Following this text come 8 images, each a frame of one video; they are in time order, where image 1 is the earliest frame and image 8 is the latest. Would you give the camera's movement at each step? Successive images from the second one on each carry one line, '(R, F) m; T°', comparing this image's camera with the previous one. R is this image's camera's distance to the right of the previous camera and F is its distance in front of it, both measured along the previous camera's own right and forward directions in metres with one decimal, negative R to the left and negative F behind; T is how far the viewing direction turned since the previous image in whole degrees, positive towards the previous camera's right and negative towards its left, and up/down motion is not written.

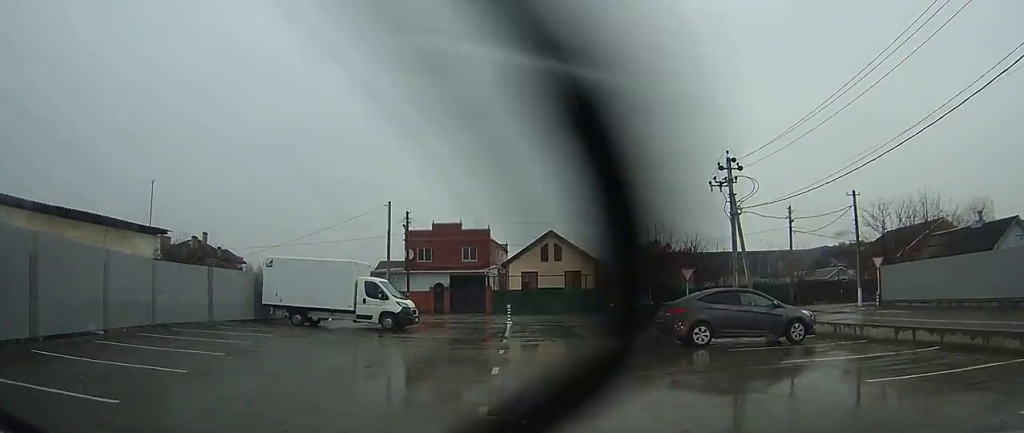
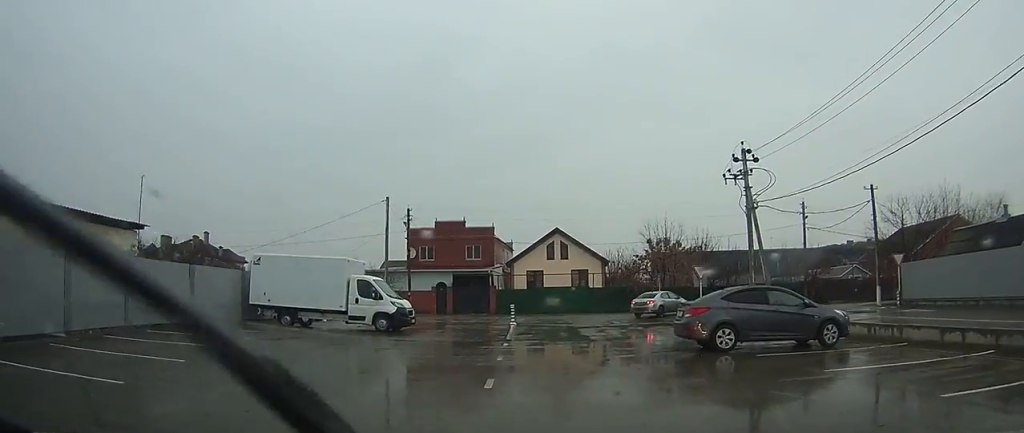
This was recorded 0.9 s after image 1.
(+0.1, +1.8) m; -1°
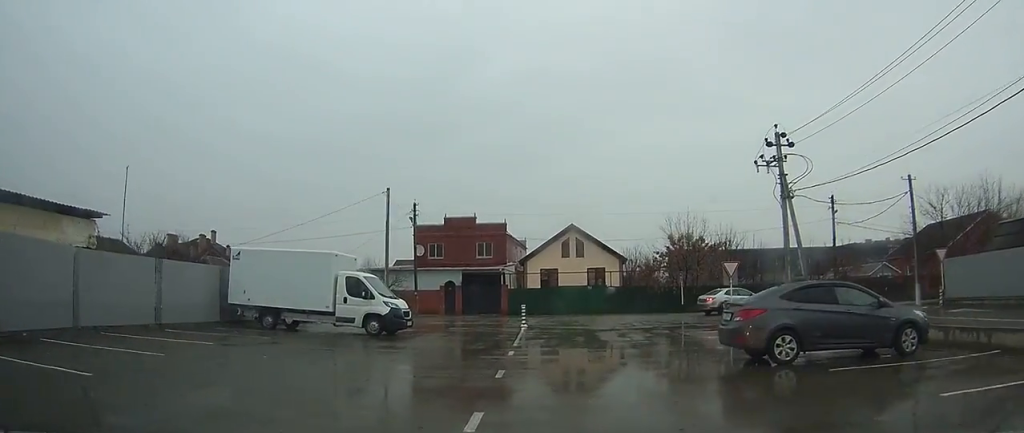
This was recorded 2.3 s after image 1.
(-0.2, +3.5) m; -2°
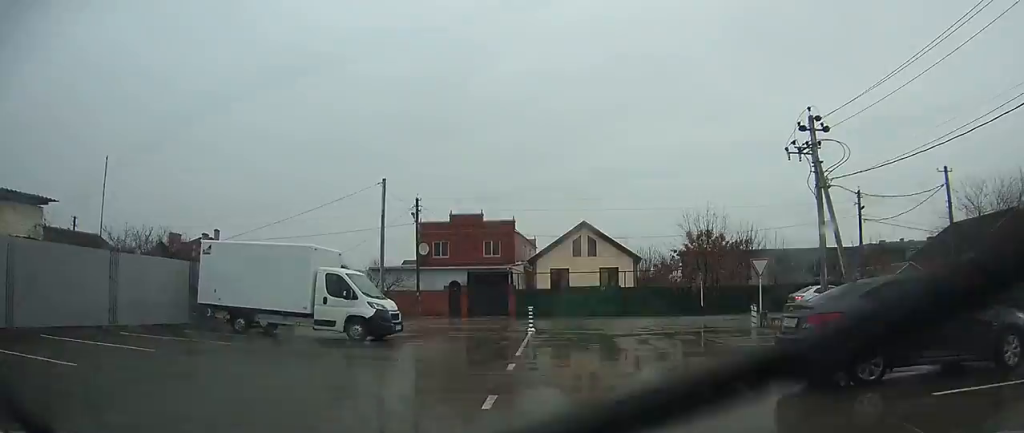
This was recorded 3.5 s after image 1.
(0.0, +3.4) m; +1°
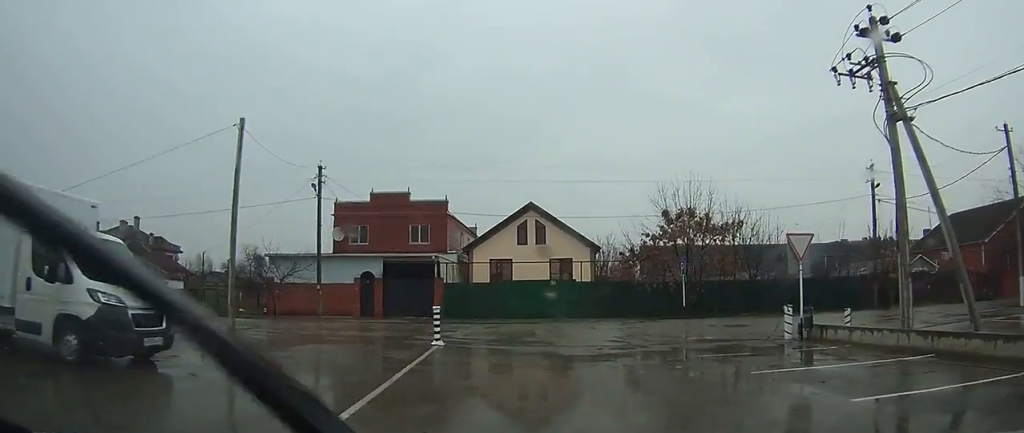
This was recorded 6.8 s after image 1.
(+0.5, +9.6) m; +6°
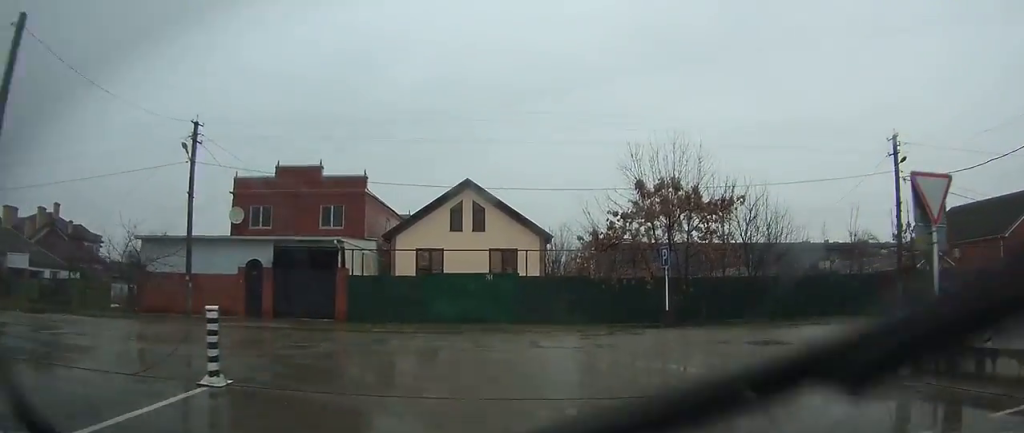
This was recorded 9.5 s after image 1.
(+0.3, +7.9) m; +9°
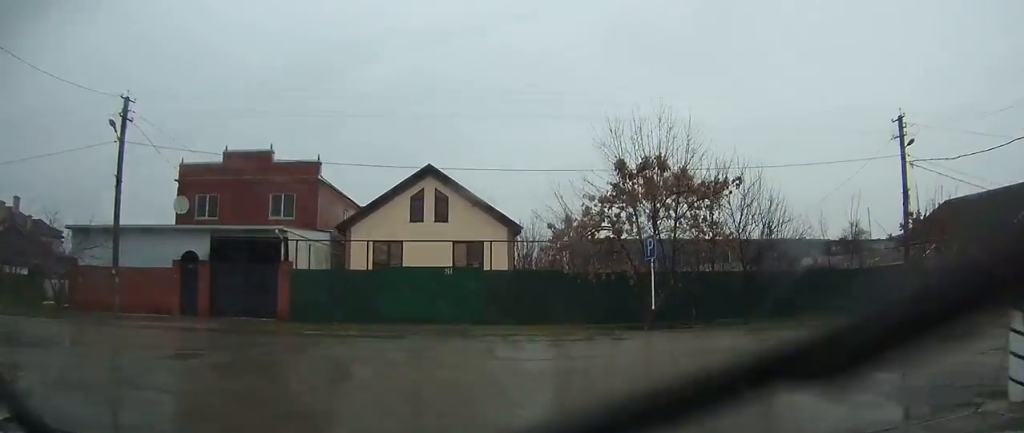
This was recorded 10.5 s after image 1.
(0.0, +2.9) m; +6°
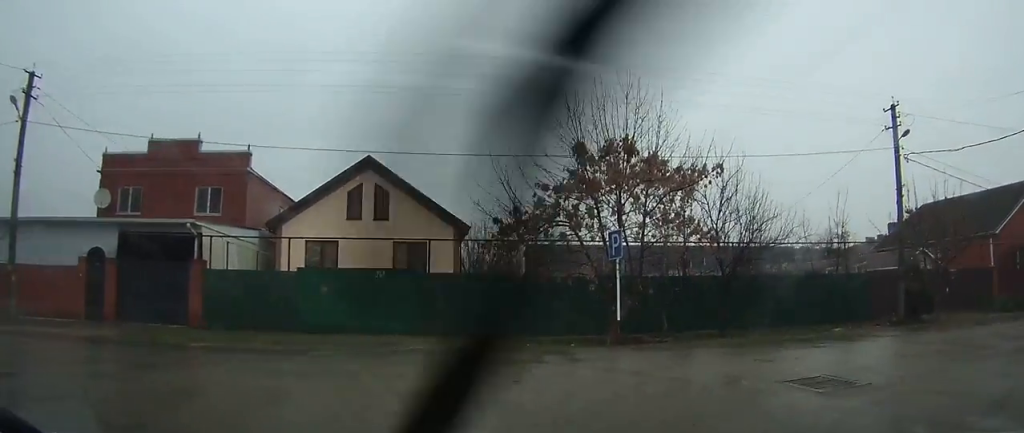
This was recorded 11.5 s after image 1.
(+0.3, +3.1) m; +12°
